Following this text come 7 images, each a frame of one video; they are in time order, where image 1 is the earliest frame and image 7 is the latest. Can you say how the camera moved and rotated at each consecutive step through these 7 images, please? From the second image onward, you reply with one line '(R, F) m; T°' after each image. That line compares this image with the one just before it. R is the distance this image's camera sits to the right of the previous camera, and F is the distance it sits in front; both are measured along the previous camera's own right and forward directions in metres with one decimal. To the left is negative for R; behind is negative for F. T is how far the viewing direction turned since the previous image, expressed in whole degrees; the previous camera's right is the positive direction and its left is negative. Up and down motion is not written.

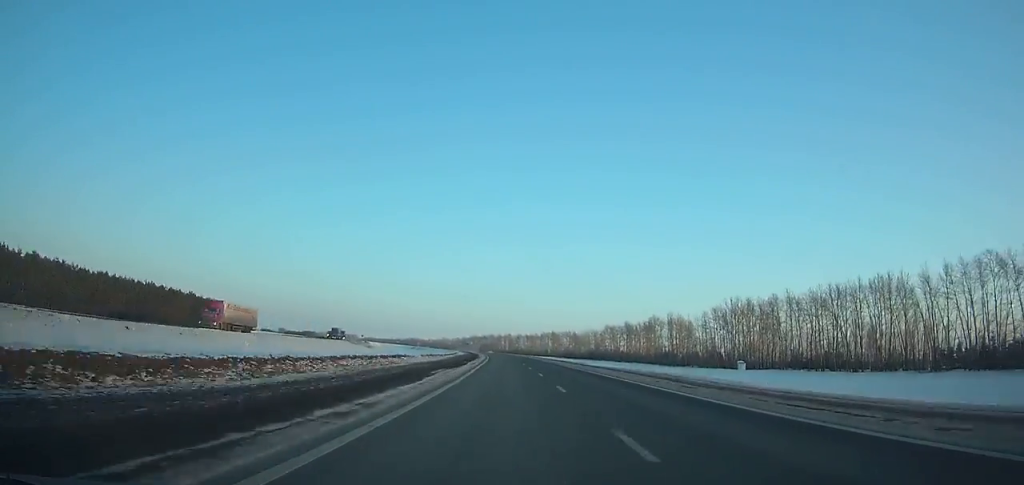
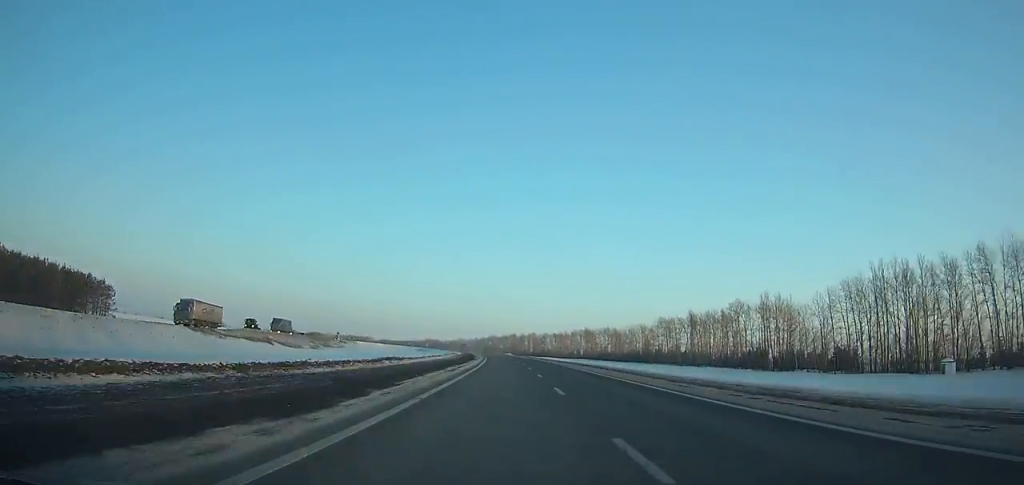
(-1.6, +73.5) m; -2°
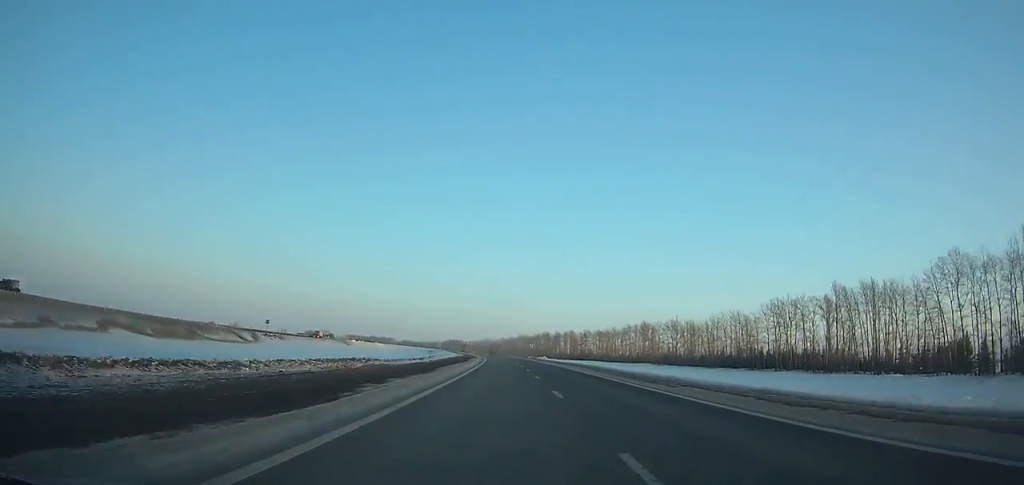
(-2.3, +85.6) m; -3°
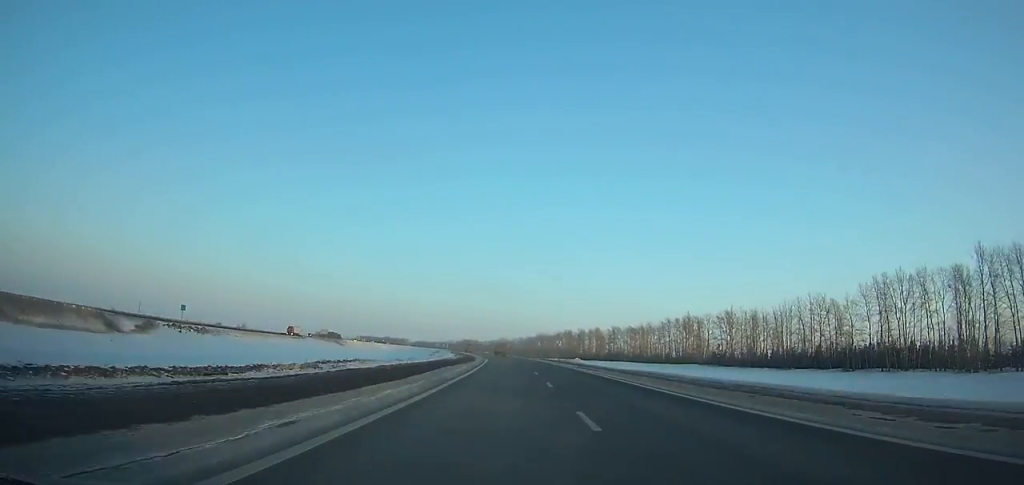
(0.0, +43.1) m; -2°
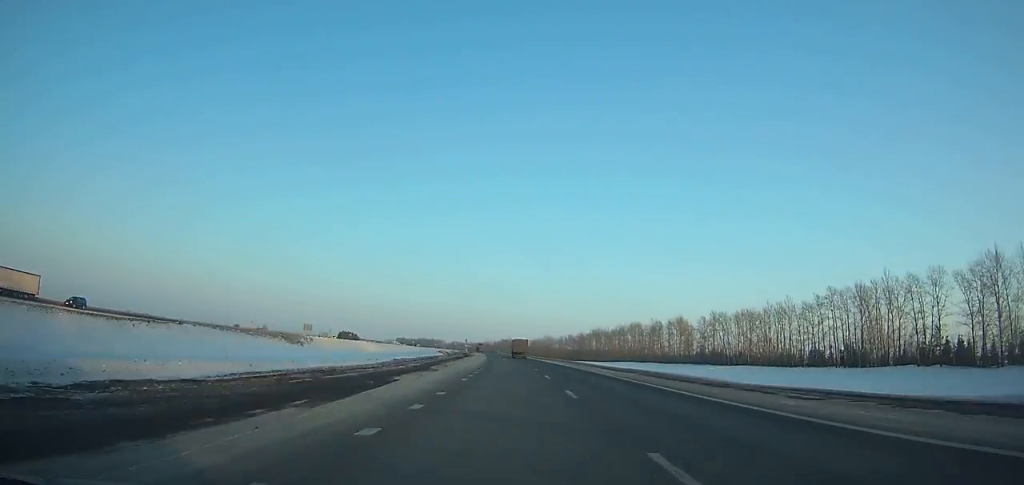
(-3.8, +101.5) m; -4°
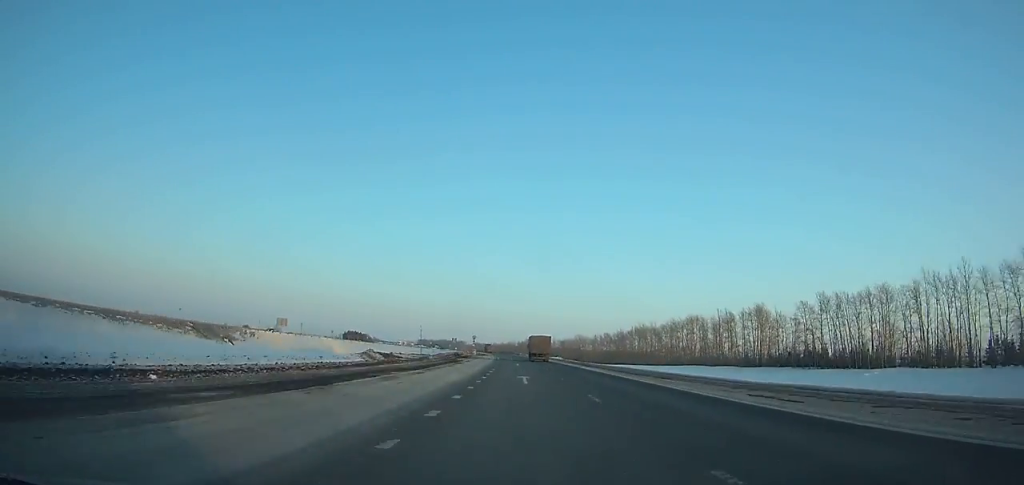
(-1.1, +61.2) m; -2°
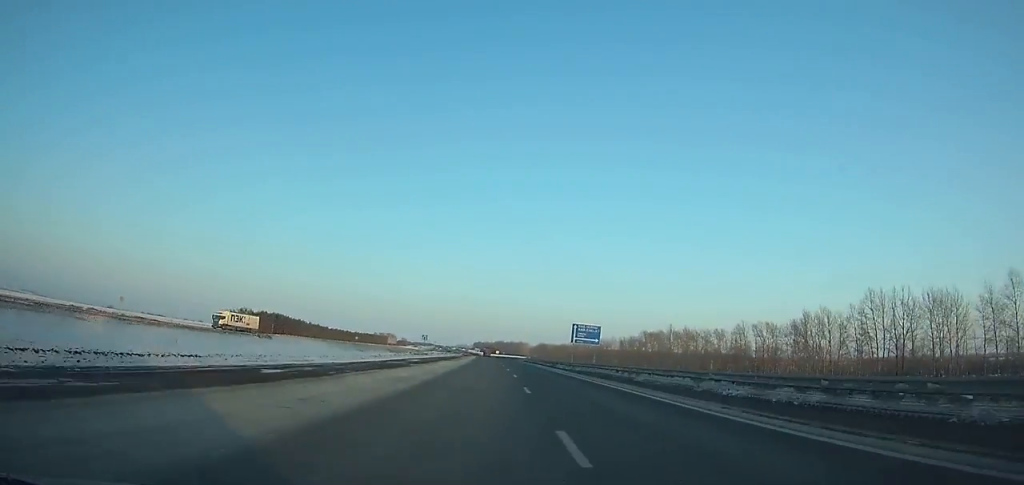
(-19.9, +296.6) m; -7°
